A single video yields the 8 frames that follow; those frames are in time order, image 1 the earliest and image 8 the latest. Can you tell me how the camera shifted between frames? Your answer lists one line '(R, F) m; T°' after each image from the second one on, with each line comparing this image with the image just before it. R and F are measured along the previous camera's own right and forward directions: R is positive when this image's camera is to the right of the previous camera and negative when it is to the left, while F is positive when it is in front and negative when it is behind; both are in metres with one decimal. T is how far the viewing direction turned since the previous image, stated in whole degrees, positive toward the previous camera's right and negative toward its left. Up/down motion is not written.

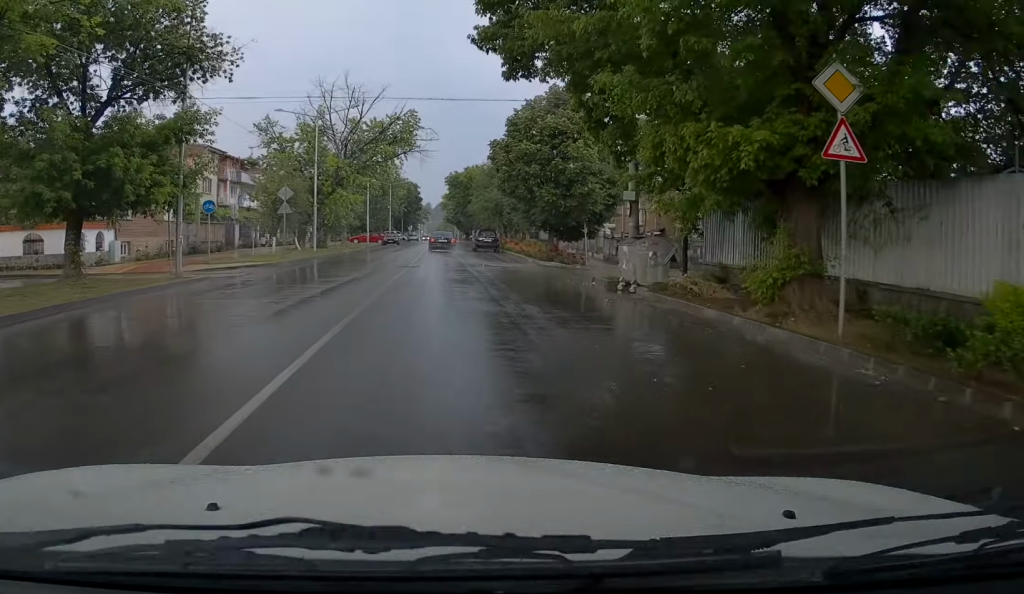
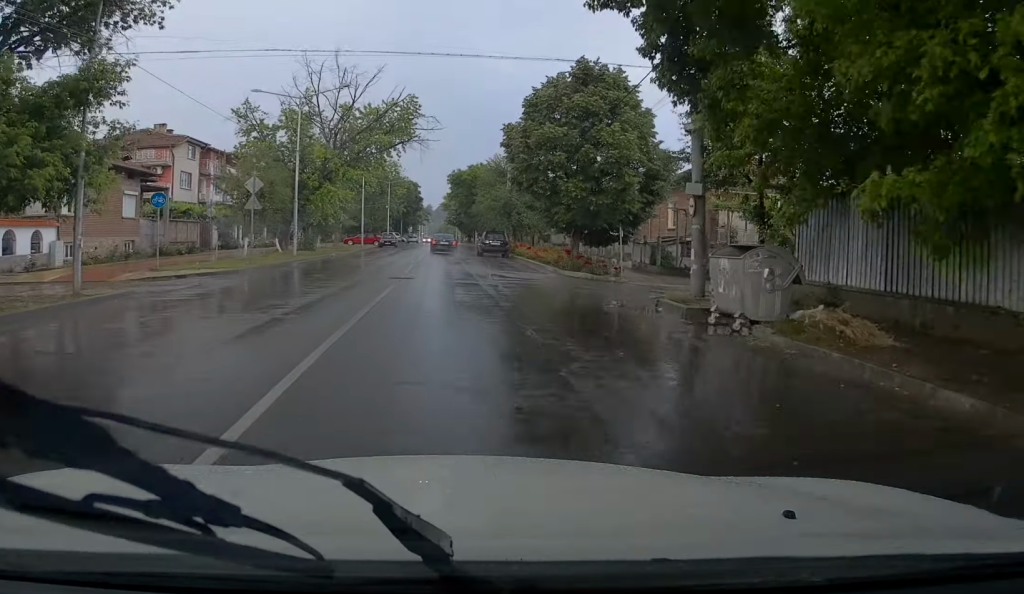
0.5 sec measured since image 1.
(0.0, +6.1) m; +1°
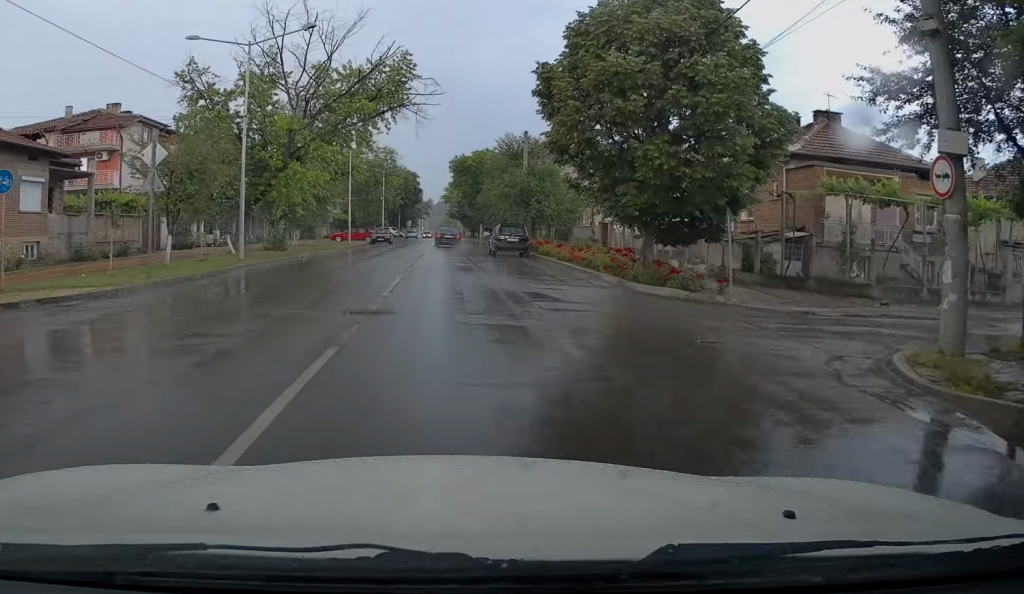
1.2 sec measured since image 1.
(0.0, +10.1) m; +1°
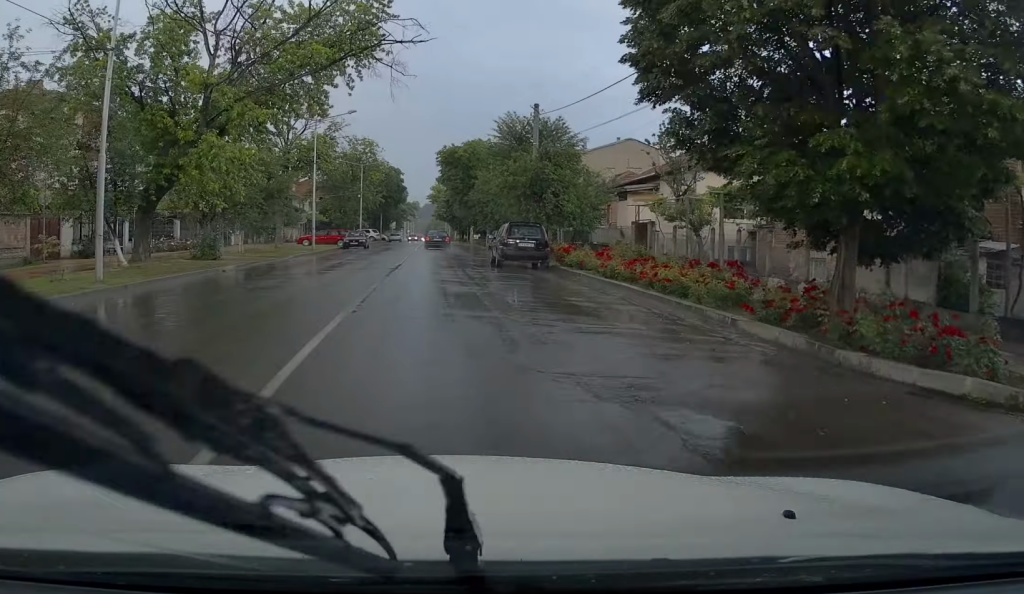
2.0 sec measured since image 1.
(+0.3, +10.5) m; 0°
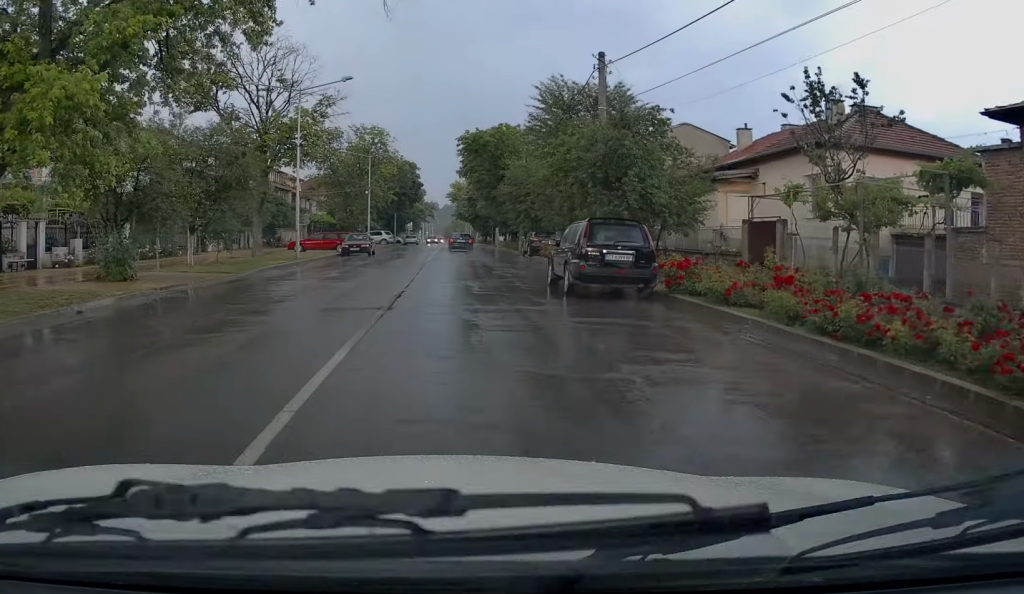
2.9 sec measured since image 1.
(-0.3, +10.7) m; -2°
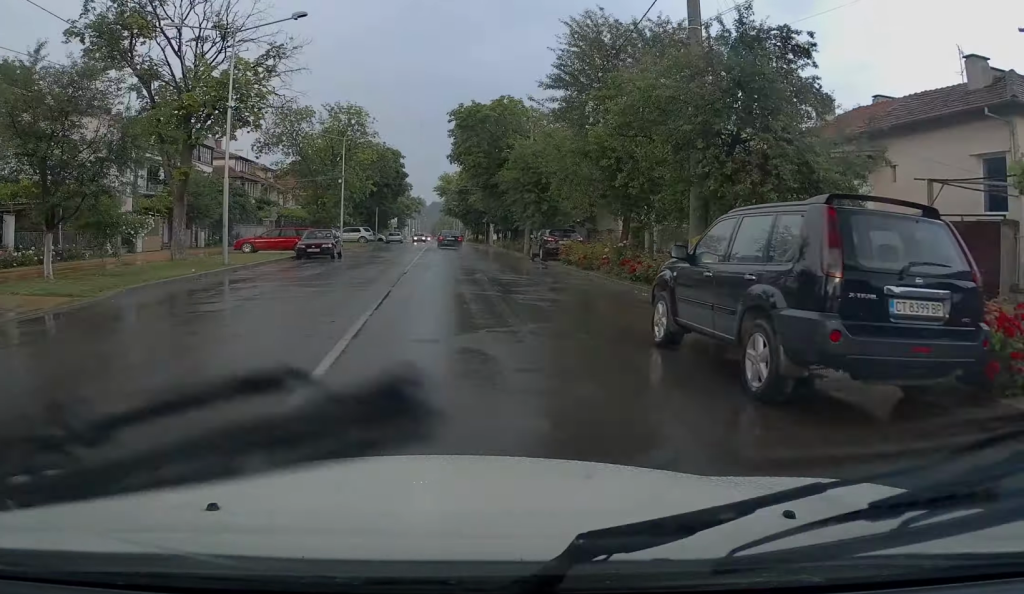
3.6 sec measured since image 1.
(-0.1, +9.9) m; 0°
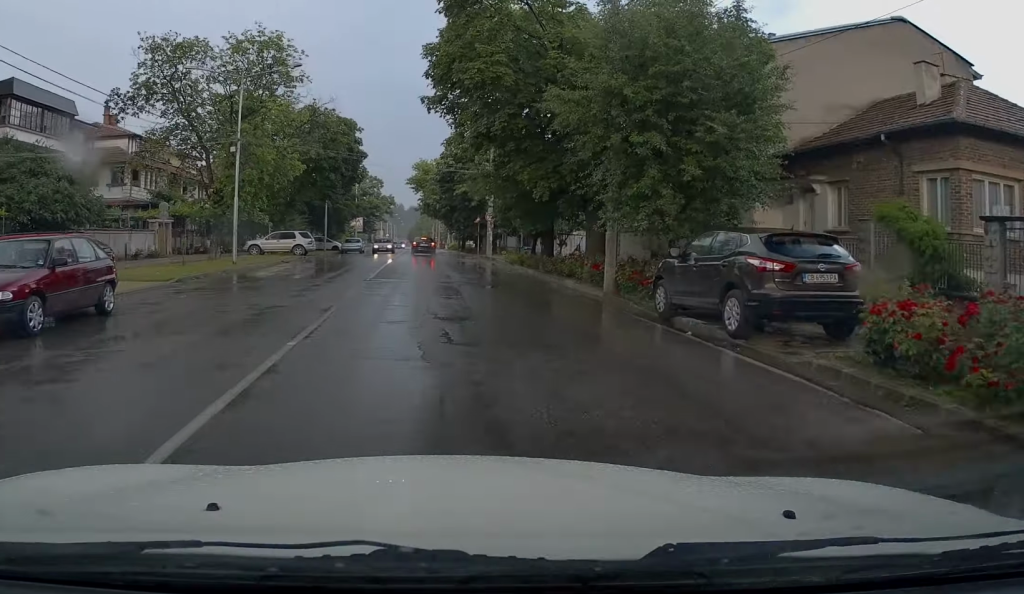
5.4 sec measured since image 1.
(+0.1, +23.4) m; -1°
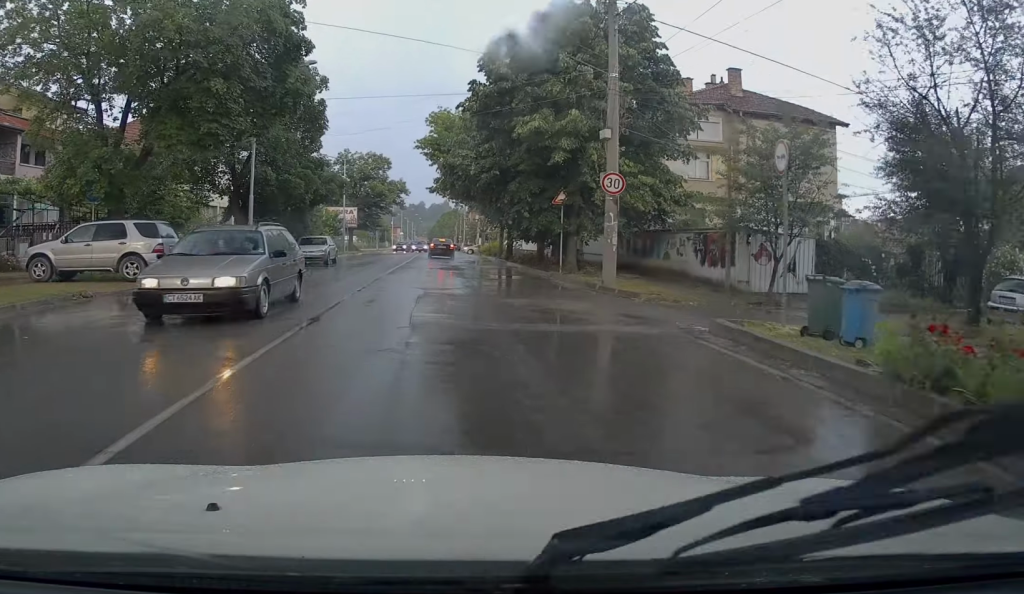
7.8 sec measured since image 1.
(-0.4, +29.1) m; +1°
